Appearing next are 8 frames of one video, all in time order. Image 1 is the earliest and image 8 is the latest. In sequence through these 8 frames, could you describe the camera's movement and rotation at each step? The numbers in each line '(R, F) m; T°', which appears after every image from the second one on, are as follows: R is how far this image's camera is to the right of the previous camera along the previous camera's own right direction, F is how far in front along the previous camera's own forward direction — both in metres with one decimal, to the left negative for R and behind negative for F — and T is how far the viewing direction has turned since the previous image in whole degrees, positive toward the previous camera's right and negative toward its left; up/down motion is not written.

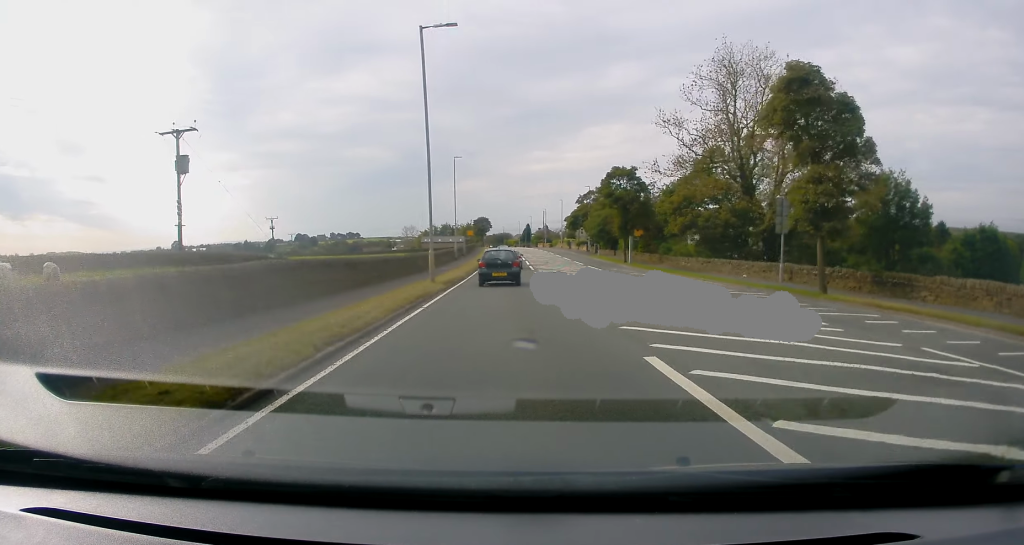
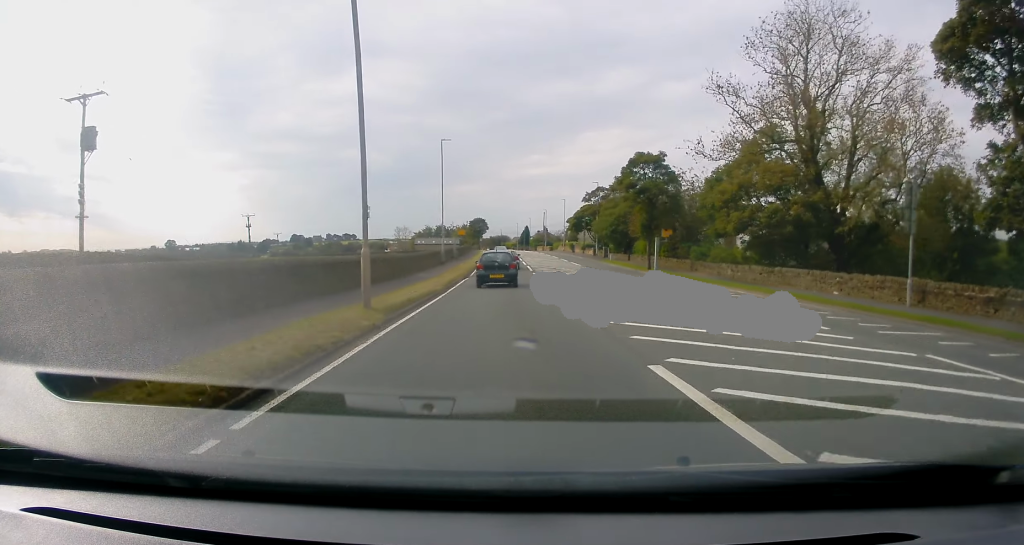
(0.0, +10.5) m; 0°
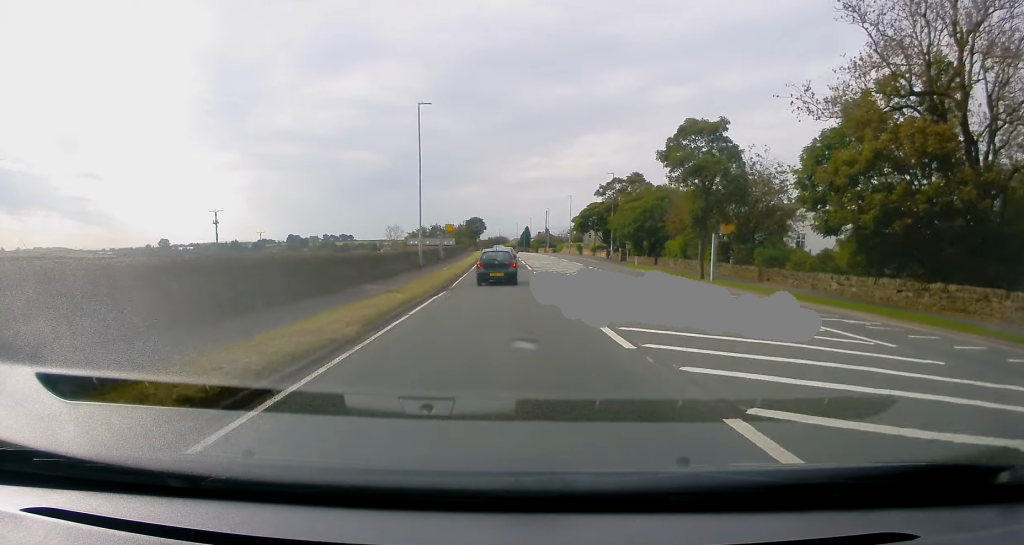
(0.0, +12.8) m; +1°
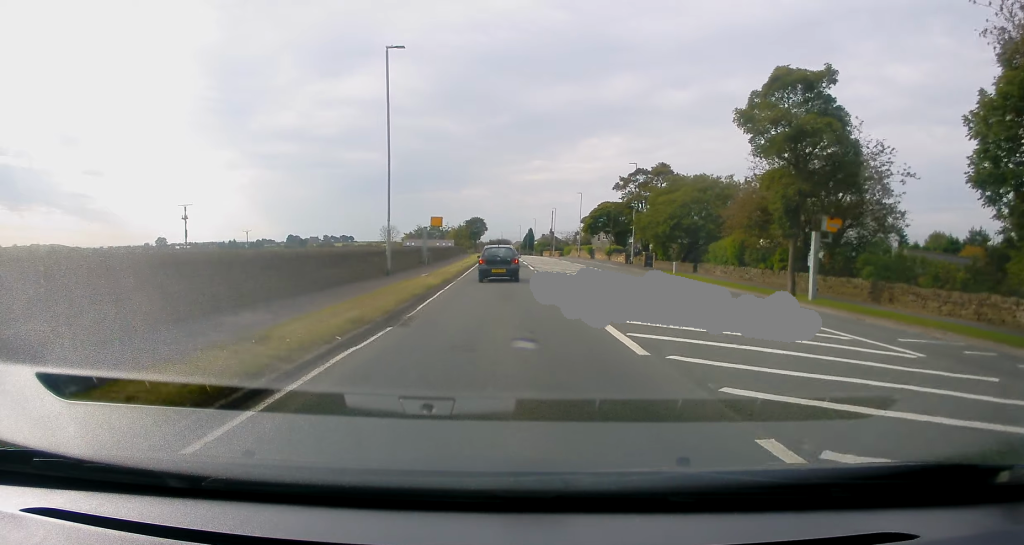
(+0.3, +10.9) m; 0°
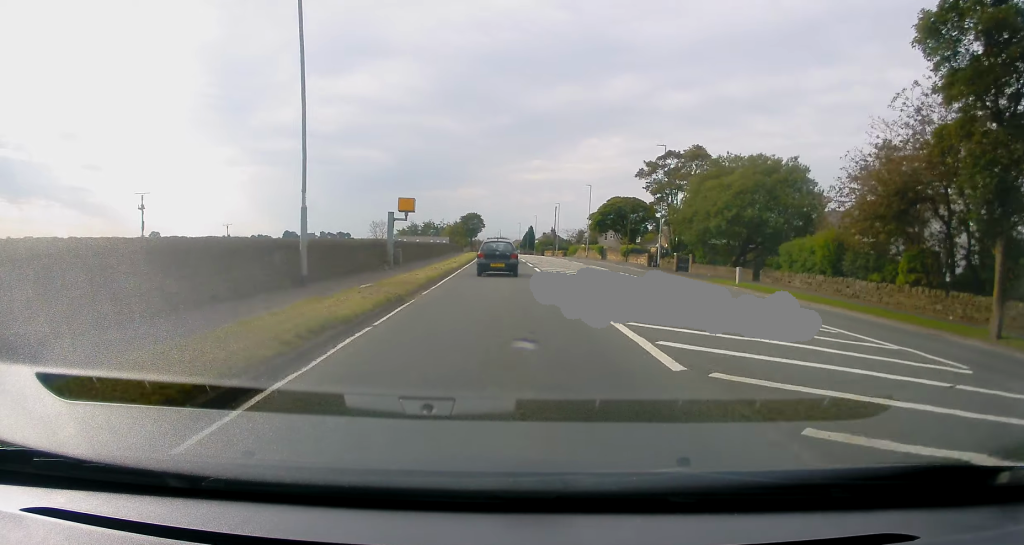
(-0.2, +11.2) m; -1°
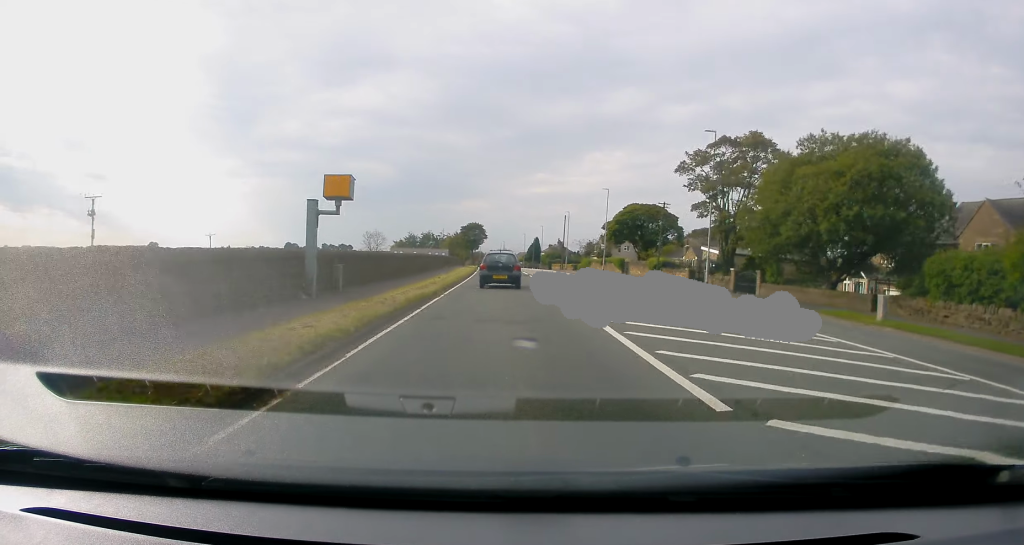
(0.0, +11.7) m; -1°
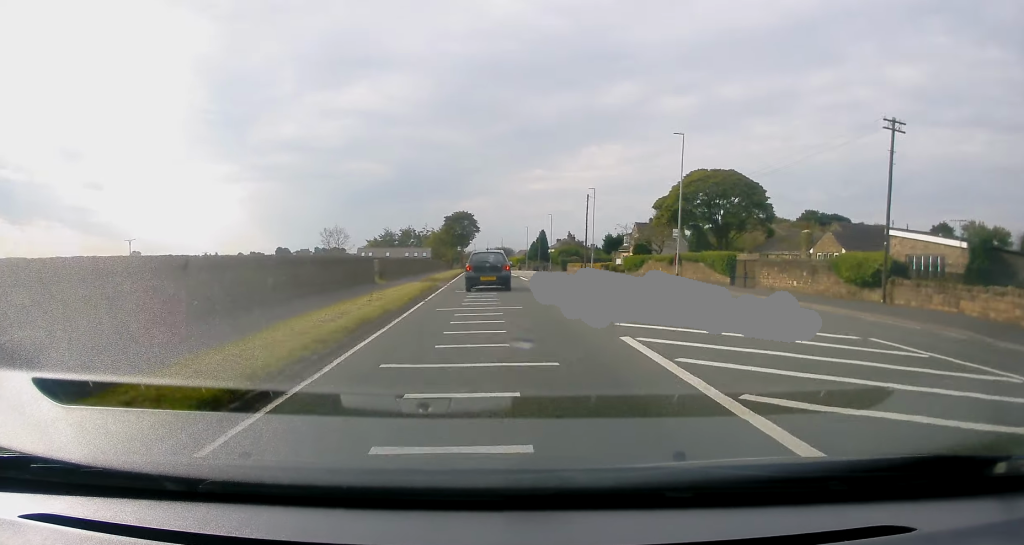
(+0.1, +33.2) m; 0°
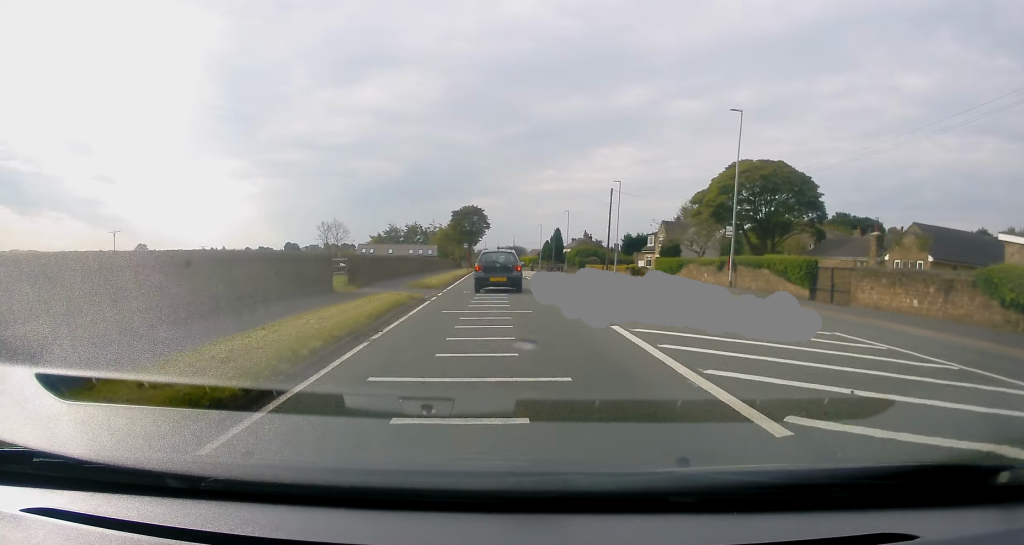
(-0.2, +8.2) m; -1°
